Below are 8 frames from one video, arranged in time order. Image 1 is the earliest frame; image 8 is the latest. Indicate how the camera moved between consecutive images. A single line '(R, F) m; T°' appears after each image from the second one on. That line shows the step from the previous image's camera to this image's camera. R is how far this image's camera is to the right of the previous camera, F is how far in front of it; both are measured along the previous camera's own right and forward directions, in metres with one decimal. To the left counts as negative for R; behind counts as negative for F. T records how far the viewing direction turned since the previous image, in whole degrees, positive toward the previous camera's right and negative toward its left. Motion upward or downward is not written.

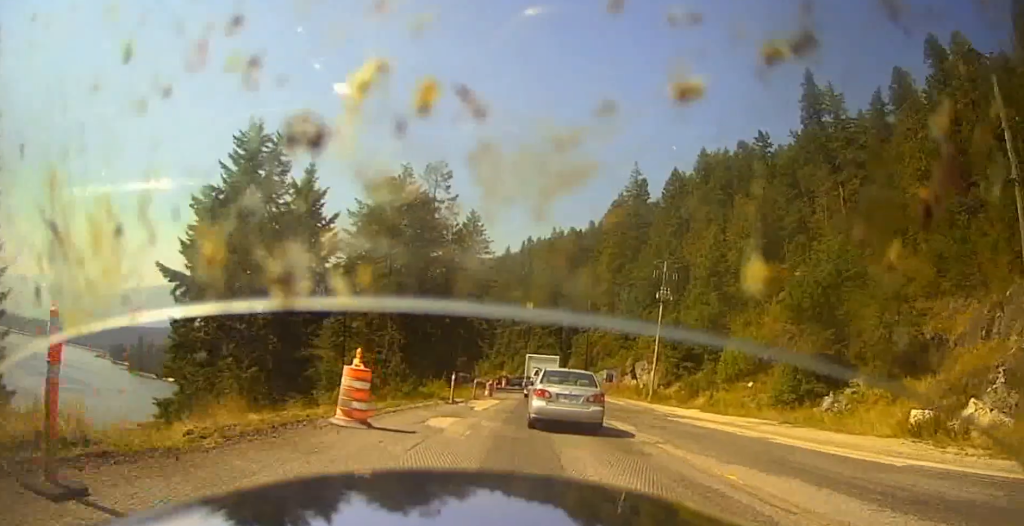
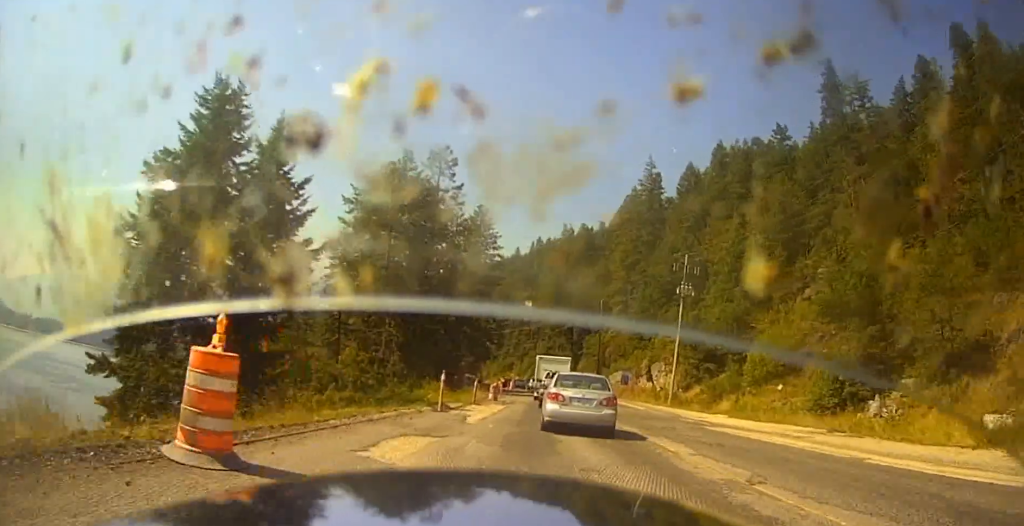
(0.0, +5.2) m; 0°
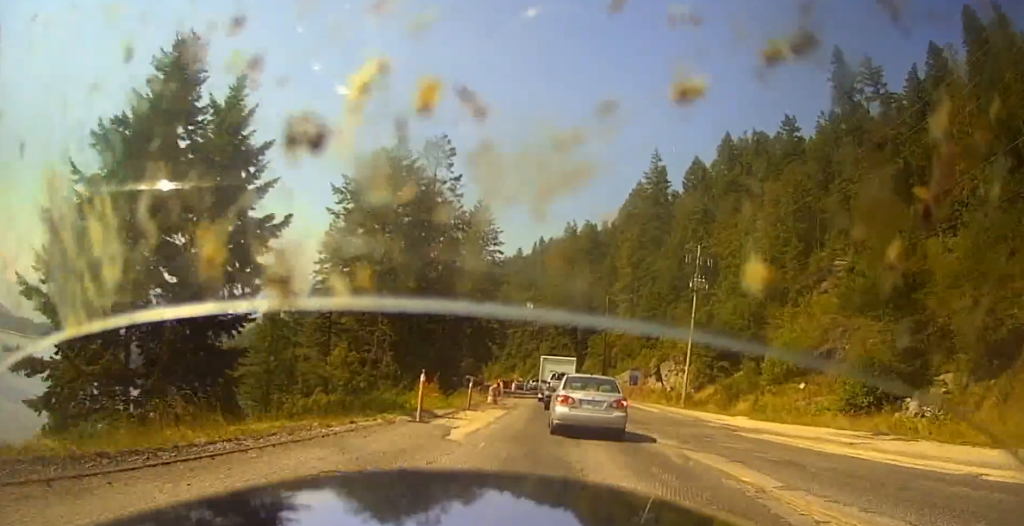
(0.0, +3.9) m; 0°
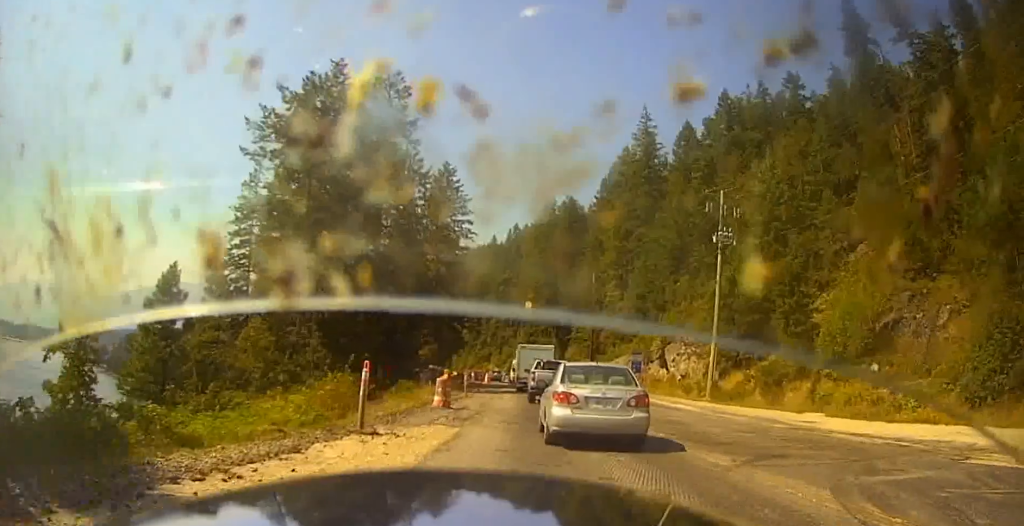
(-0.5, +13.1) m; -6°
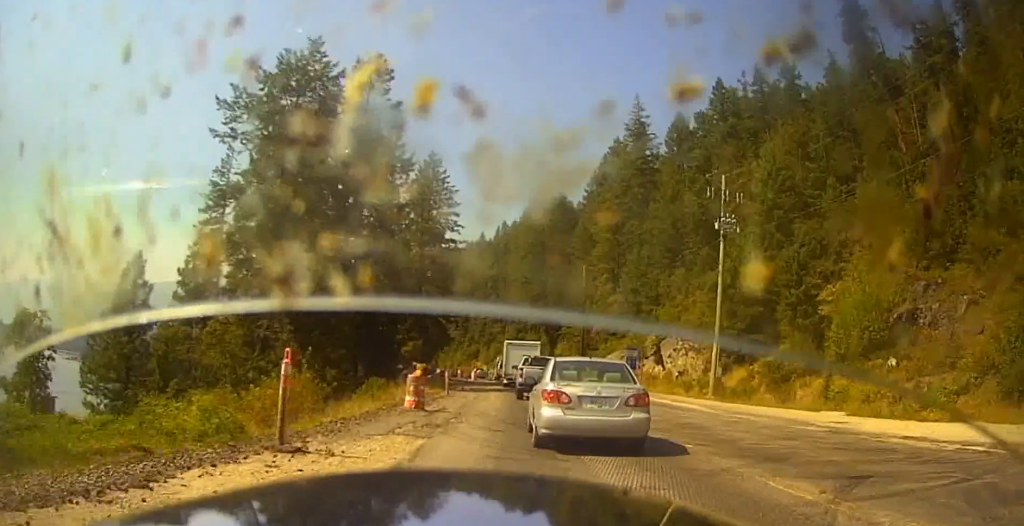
(0.0, +2.9) m; 0°
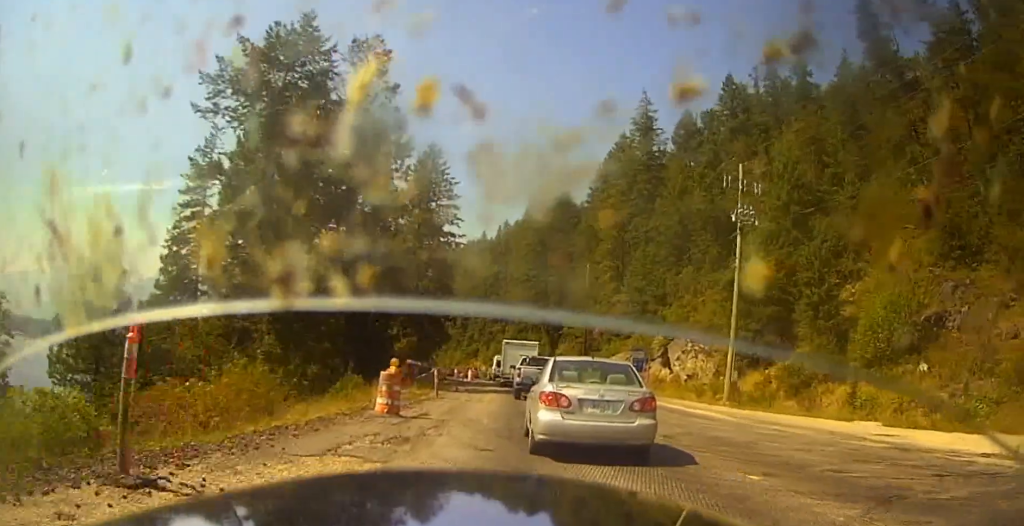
(0.0, +3.0) m; +1°
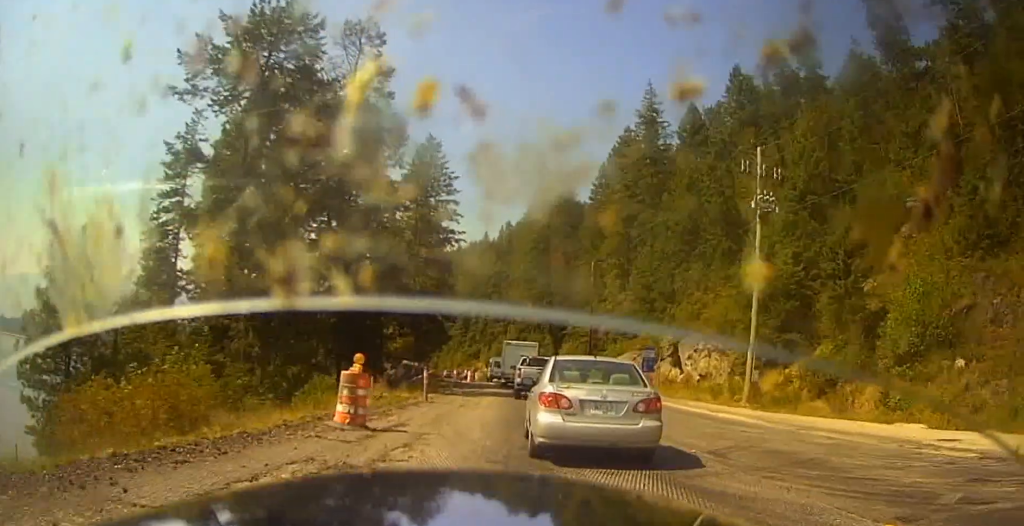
(0.0, +3.0) m; +3°
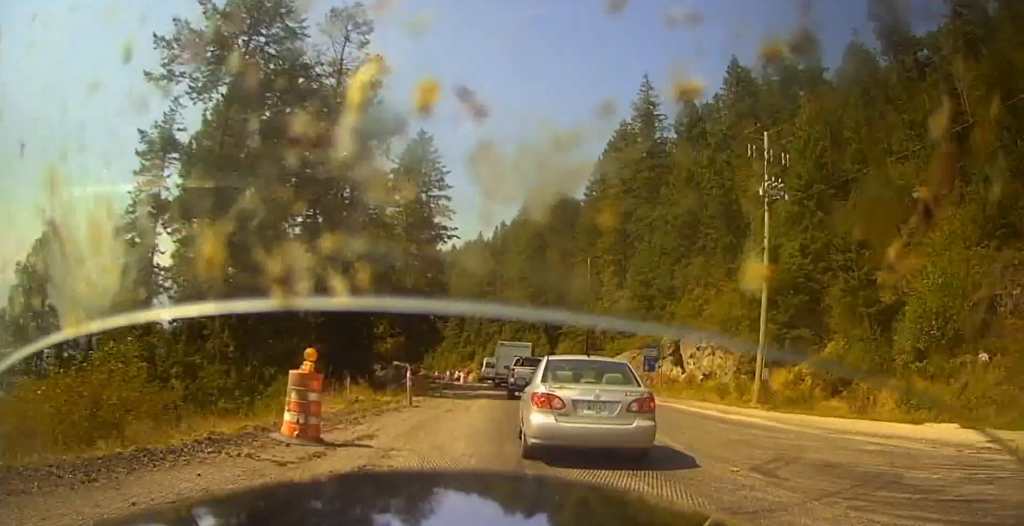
(0.0, +2.1) m; +3°
